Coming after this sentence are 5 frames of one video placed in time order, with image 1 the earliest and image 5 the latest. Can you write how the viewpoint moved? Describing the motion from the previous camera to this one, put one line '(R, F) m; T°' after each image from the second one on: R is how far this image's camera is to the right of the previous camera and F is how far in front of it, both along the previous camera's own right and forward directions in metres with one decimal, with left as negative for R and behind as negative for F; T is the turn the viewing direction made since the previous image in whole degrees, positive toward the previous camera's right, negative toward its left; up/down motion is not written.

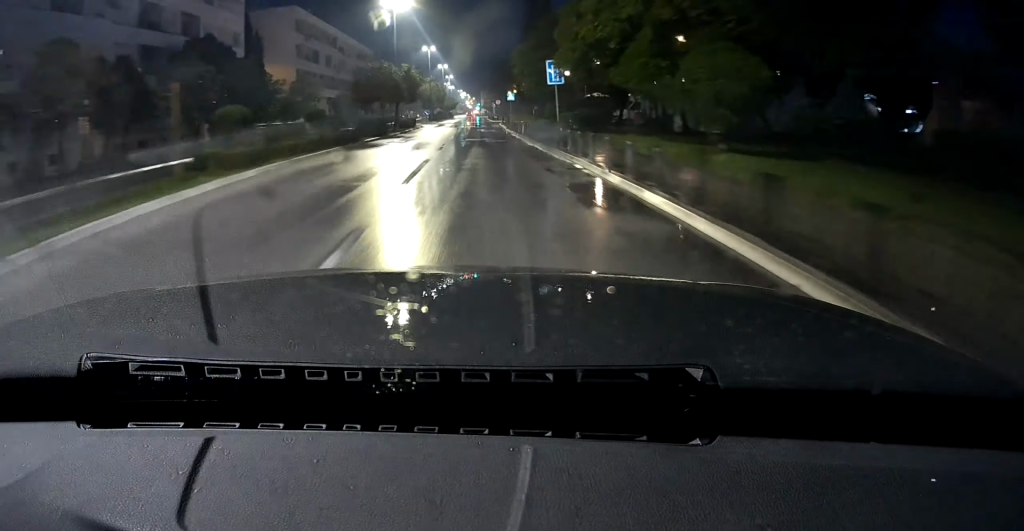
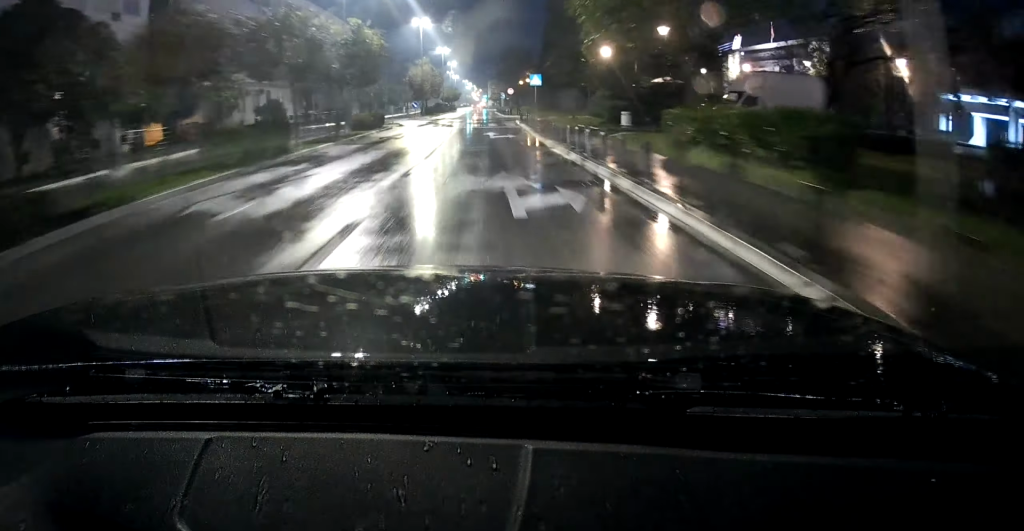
(-0.5, +20.1) m; -2°
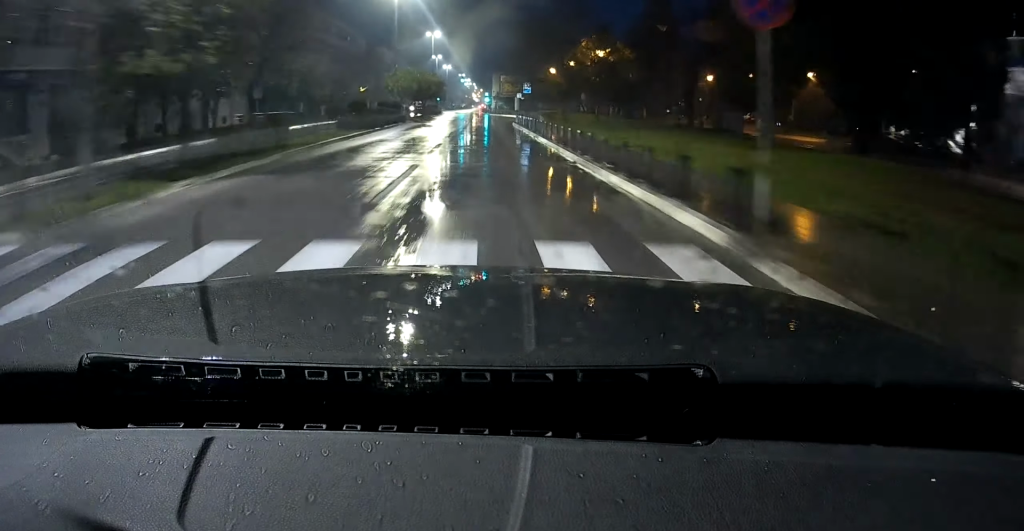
(-0.8, +62.6) m; 0°
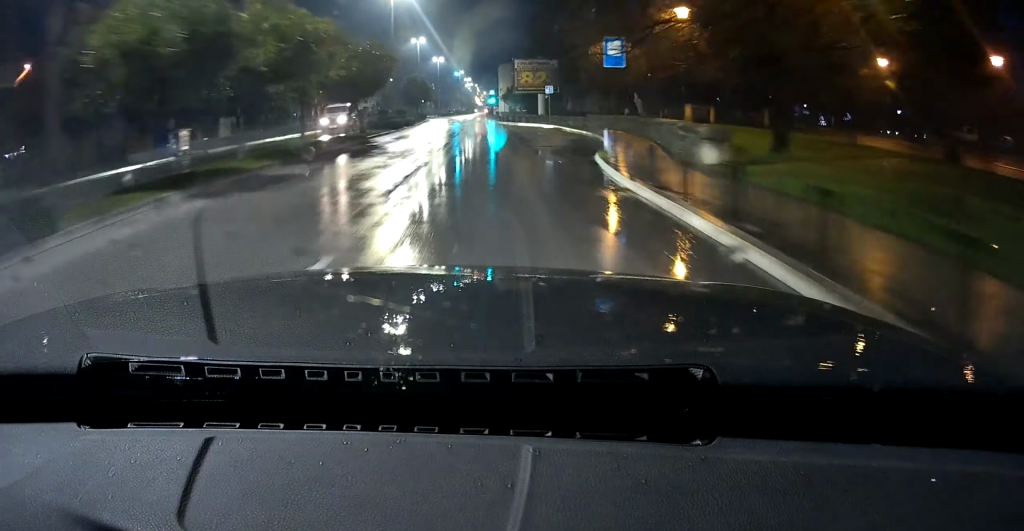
(+0.1, +37.5) m; 0°
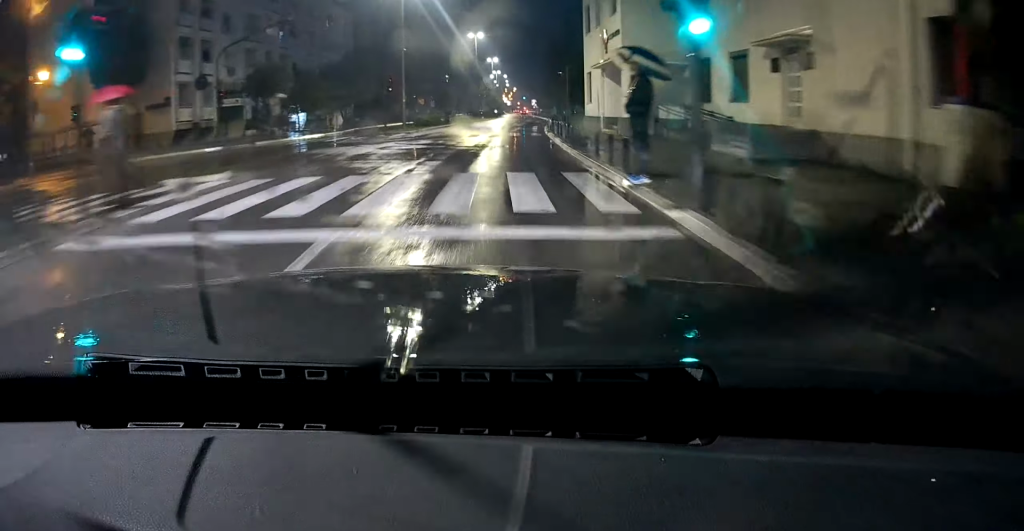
(-0.6, +78.9) m; +1°
